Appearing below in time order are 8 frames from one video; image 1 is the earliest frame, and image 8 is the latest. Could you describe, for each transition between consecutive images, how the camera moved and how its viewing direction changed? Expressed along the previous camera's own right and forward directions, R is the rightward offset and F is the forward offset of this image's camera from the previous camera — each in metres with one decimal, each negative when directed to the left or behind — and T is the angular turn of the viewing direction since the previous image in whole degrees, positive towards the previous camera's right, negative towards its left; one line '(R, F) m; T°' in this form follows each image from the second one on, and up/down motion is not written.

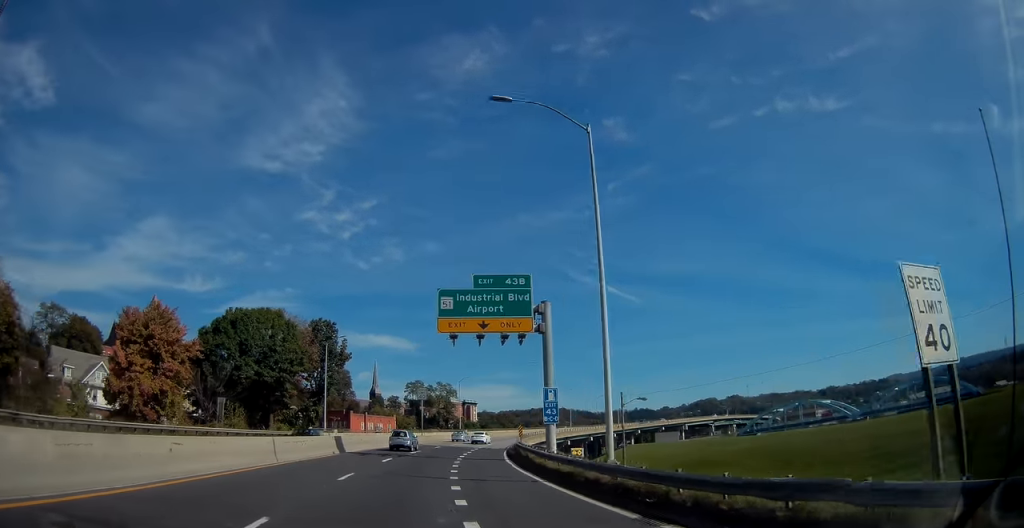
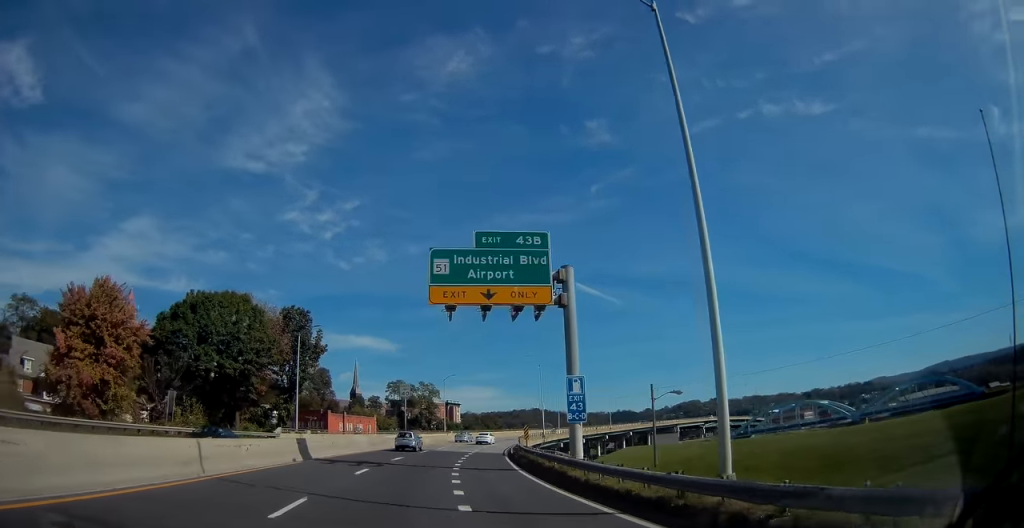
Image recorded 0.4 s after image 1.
(+0.1, +8.2) m; +2°
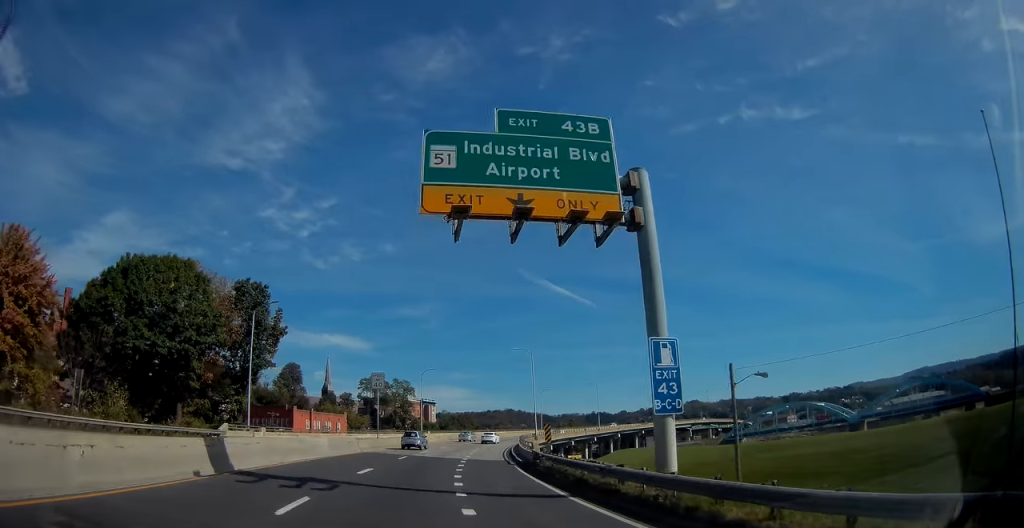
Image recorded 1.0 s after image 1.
(+0.3, +11.4) m; +3°
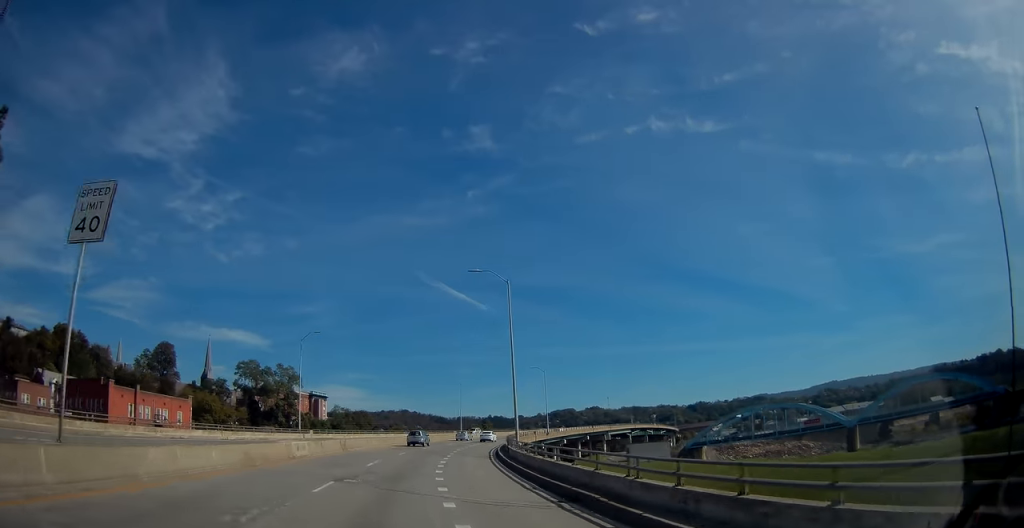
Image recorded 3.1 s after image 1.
(+4.0, +39.7) m; +11°
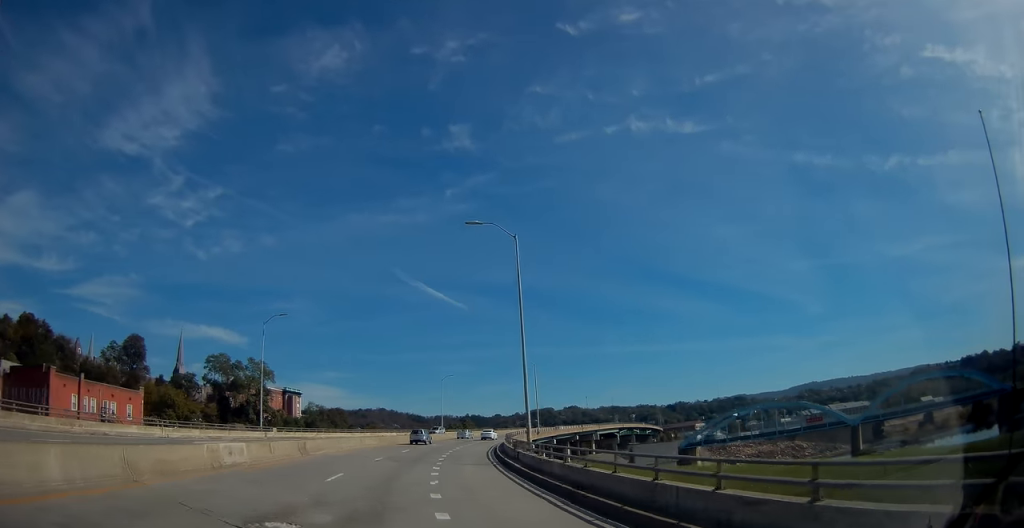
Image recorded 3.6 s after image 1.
(+0.1, +9.5) m; +2°
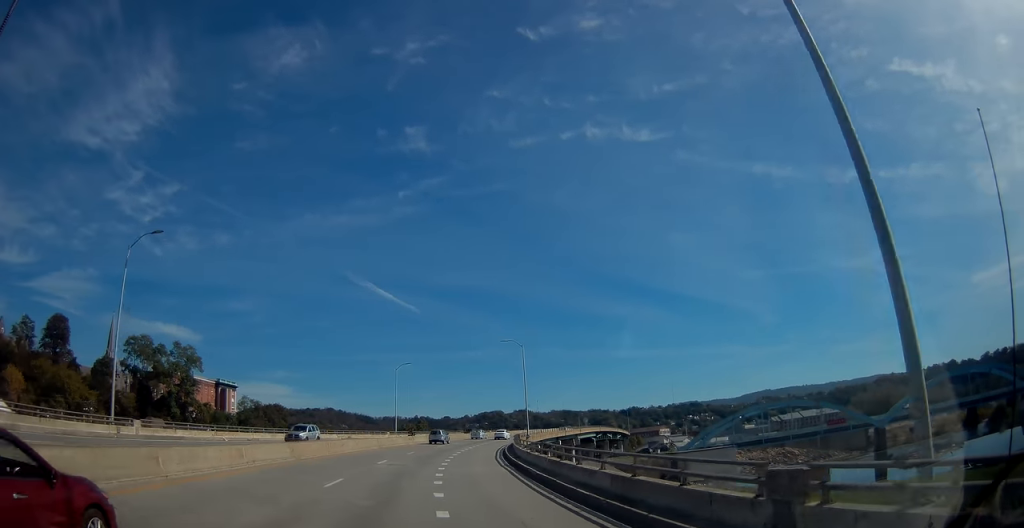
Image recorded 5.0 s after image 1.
(+1.1, +25.4) m; +5°
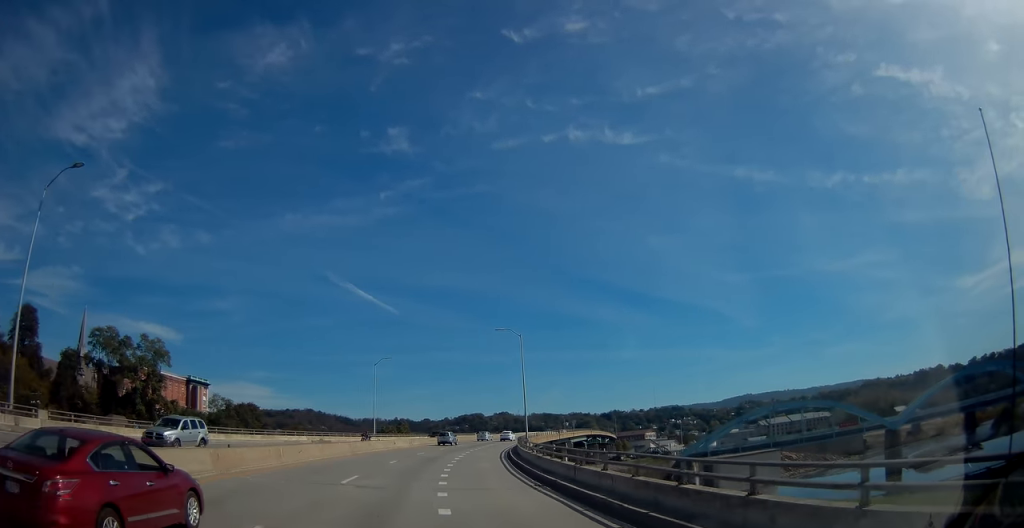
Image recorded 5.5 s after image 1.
(+0.1, +10.2) m; +2°
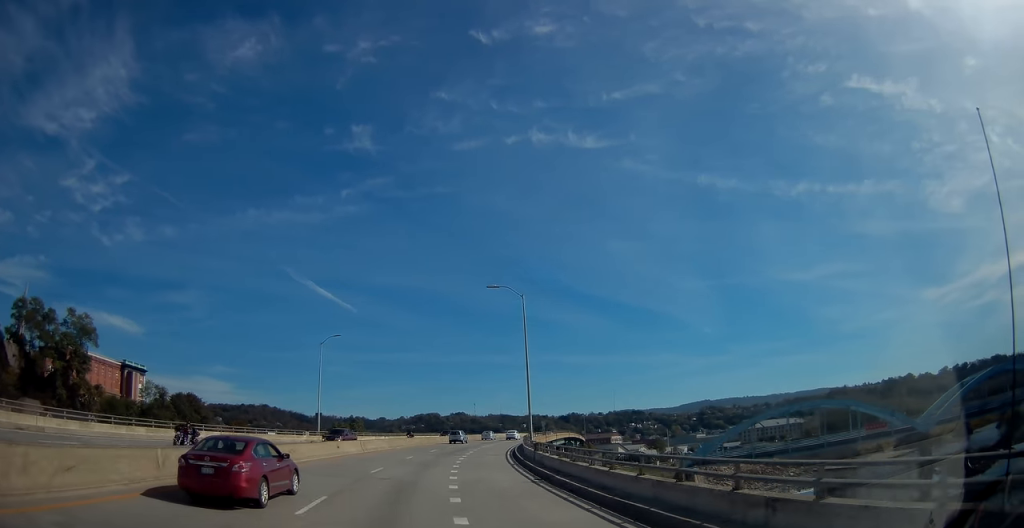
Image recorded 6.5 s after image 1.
(+0.7, +19.6) m; +5°
